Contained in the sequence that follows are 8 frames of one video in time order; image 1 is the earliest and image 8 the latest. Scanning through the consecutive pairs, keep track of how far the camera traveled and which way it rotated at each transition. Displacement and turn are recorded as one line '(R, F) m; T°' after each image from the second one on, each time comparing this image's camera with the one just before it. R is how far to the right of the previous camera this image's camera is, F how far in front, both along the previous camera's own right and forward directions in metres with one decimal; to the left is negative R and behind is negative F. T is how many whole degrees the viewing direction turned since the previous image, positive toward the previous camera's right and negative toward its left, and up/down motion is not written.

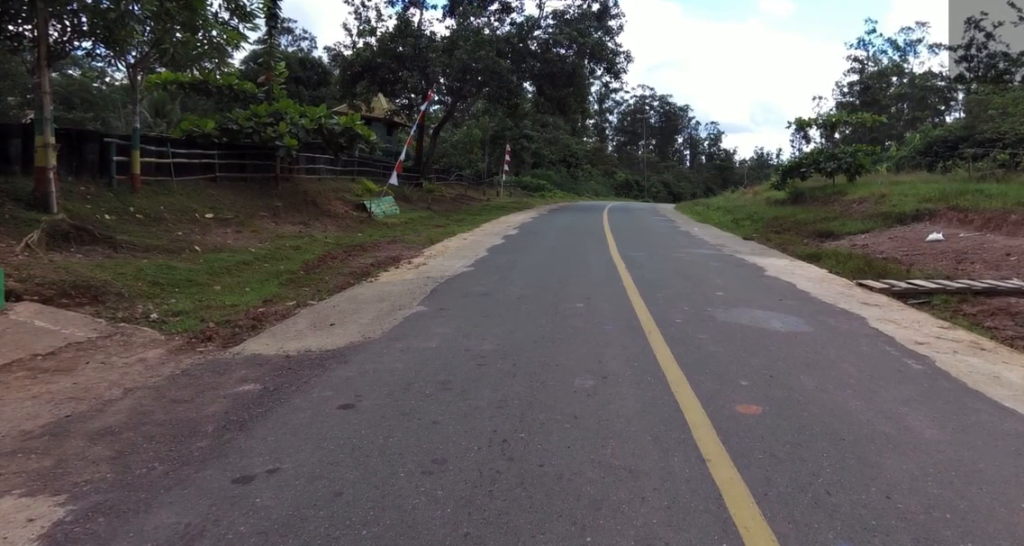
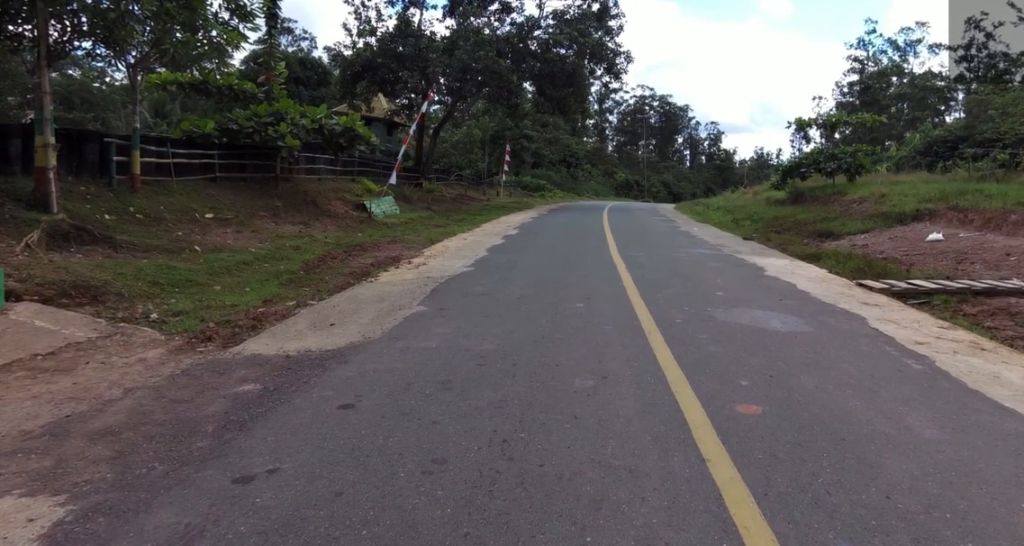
(0.0, 0.0) m; 0°
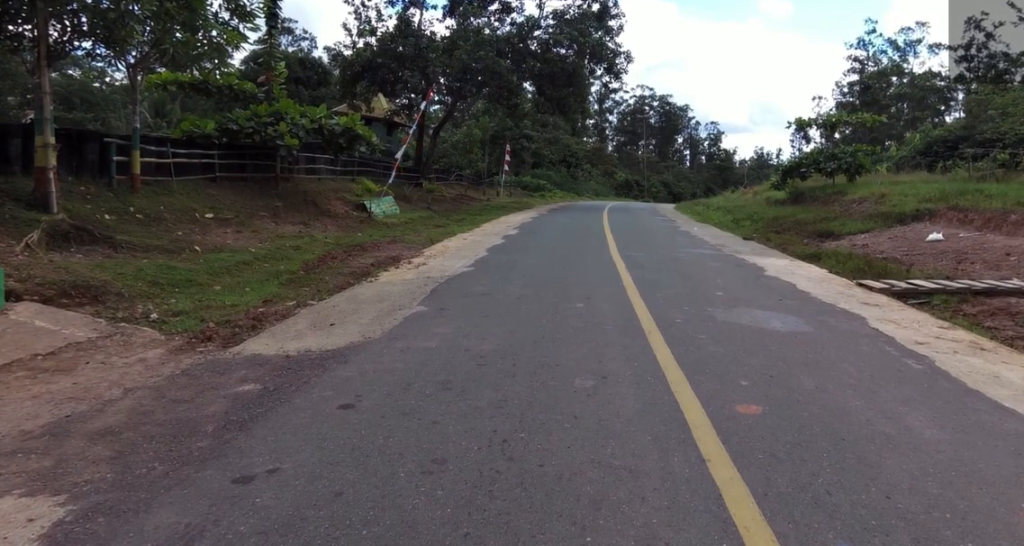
(0.0, 0.0) m; 0°
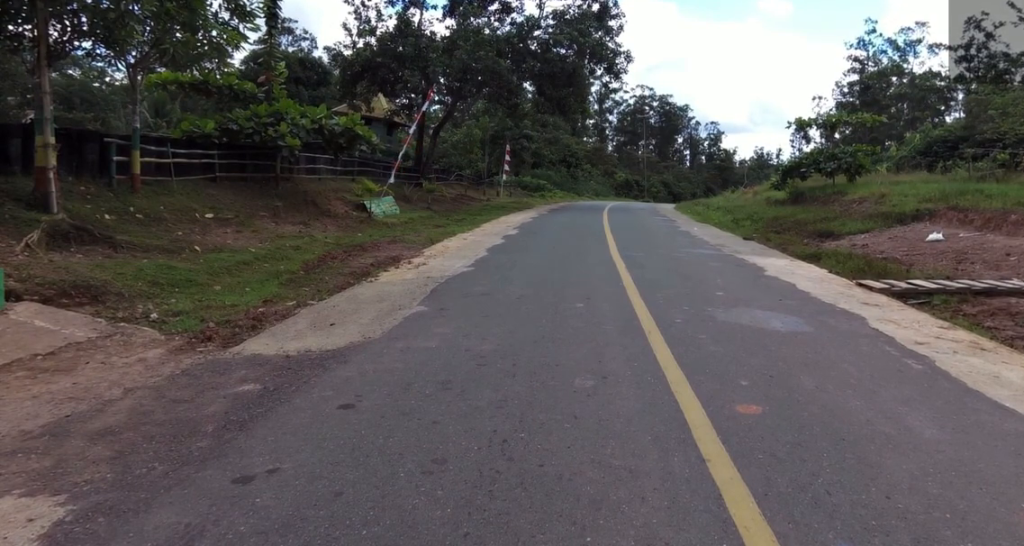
(0.0, 0.0) m; 0°
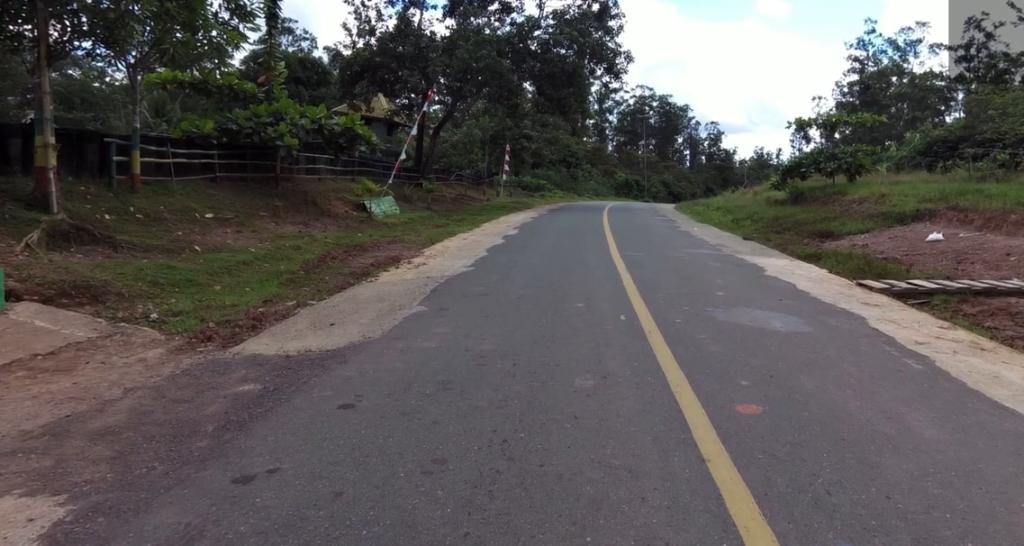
(0.0, 0.0) m; 0°
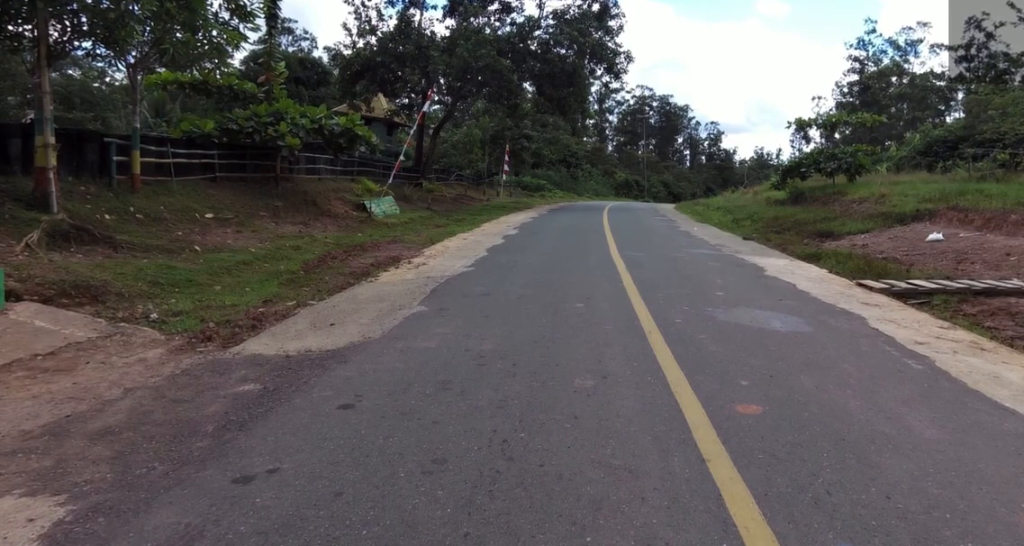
(0.0, 0.0) m; 0°
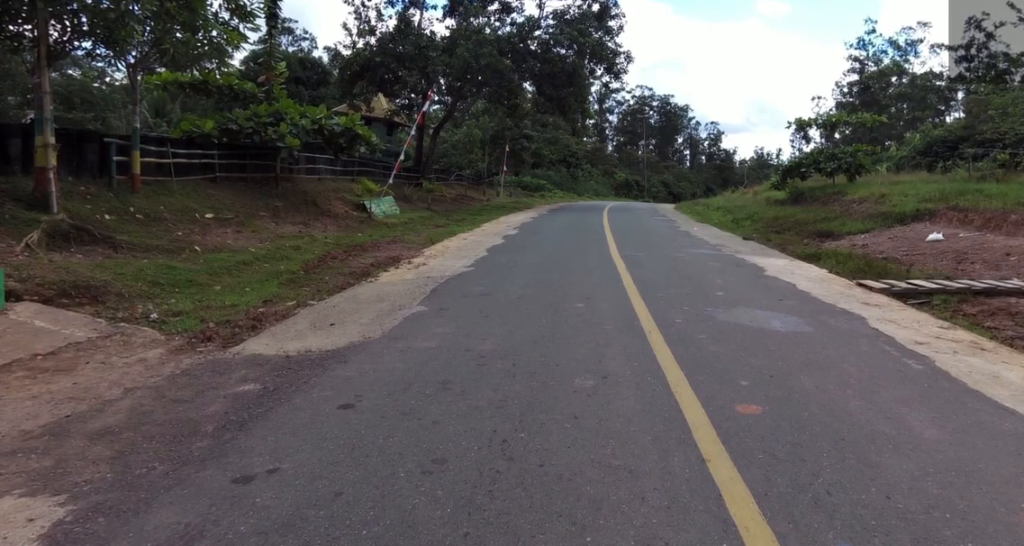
(0.0, 0.0) m; 0°
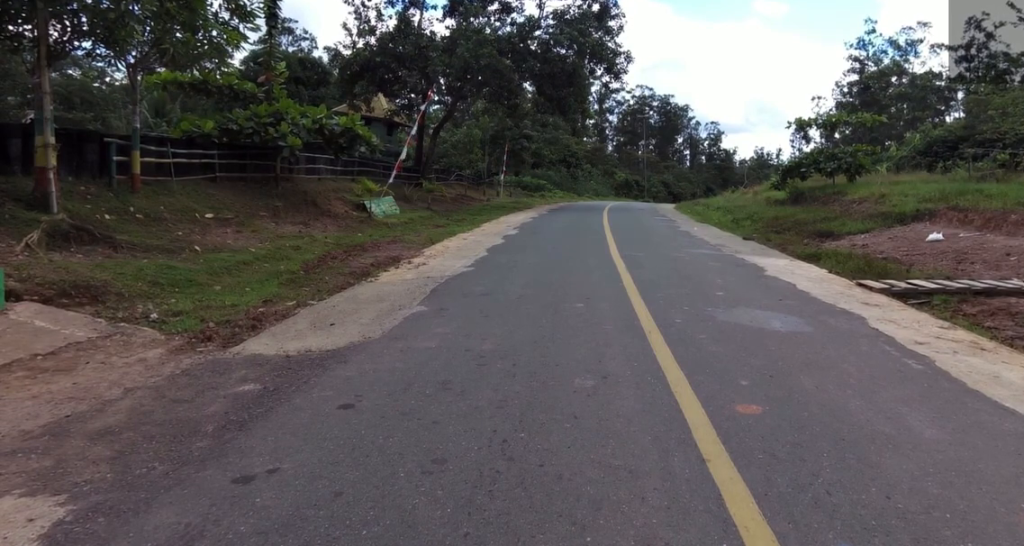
(0.0, 0.0) m; 0°
